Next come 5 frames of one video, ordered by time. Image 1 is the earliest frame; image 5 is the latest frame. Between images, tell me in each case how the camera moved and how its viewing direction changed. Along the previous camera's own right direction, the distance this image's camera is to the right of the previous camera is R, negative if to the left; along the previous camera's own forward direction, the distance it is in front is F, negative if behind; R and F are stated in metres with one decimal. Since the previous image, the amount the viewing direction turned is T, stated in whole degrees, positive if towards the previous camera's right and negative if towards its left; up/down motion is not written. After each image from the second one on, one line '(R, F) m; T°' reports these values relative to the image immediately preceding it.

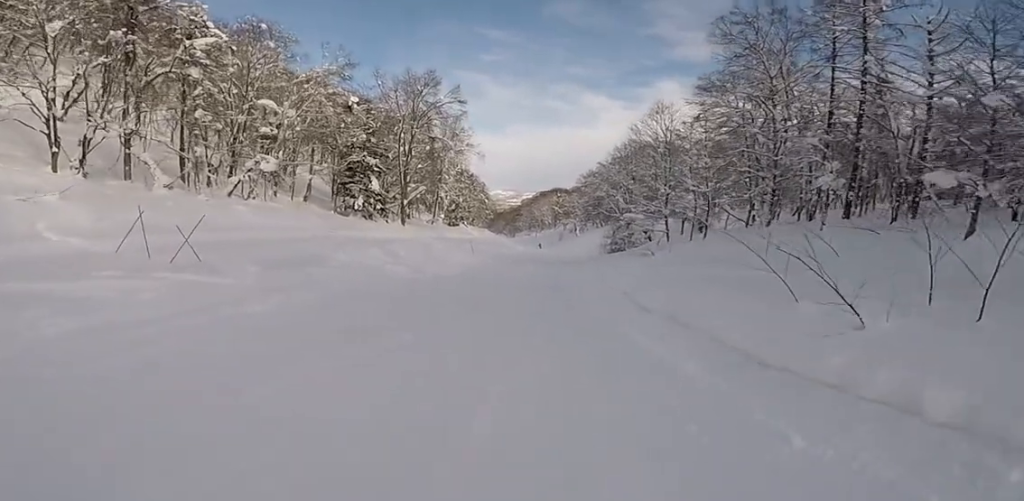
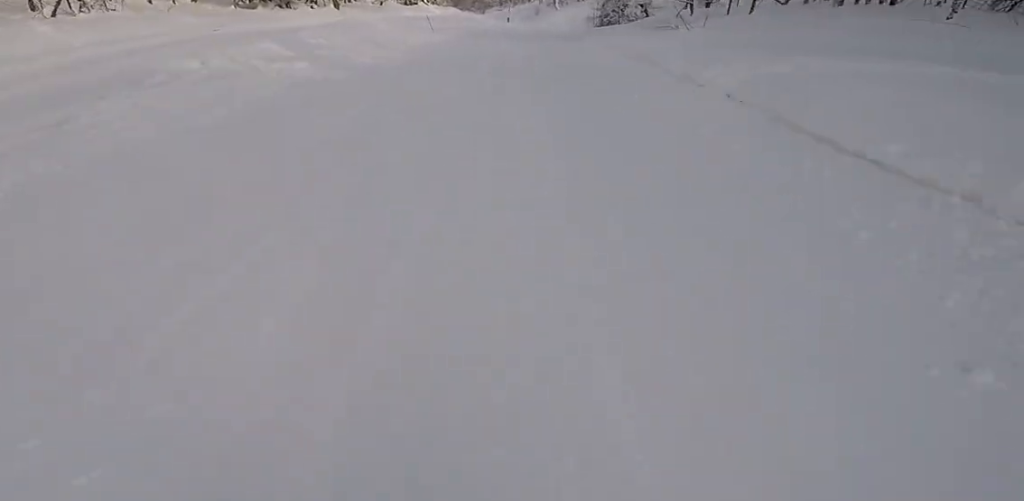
(-0.3, +7.7) m; -3°
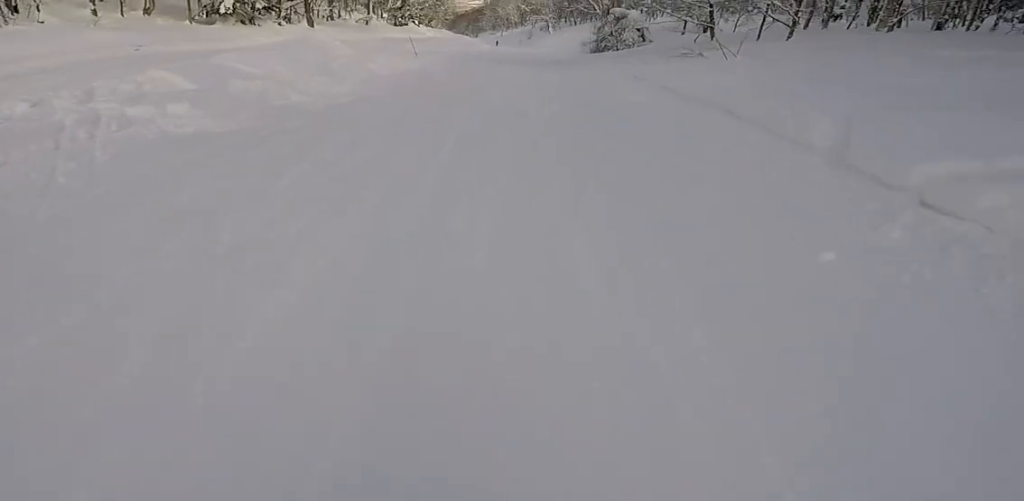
(-0.6, +5.6) m; +1°
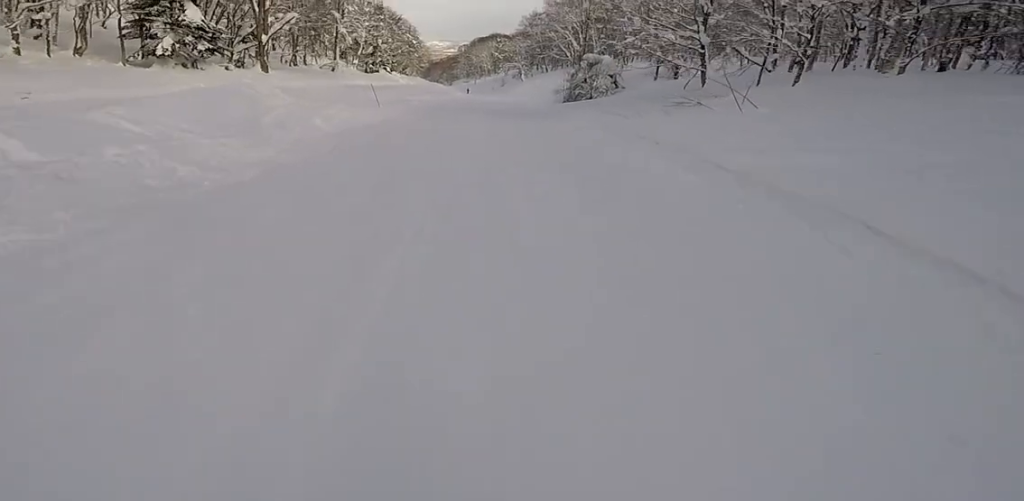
(+0.9, +4.0) m; +3°
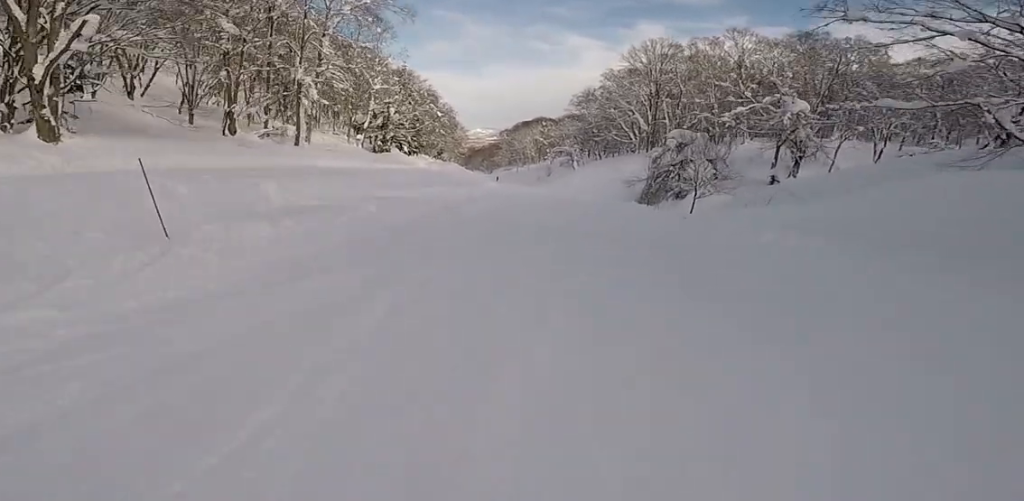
(-1.1, +21.3) m; -1°
